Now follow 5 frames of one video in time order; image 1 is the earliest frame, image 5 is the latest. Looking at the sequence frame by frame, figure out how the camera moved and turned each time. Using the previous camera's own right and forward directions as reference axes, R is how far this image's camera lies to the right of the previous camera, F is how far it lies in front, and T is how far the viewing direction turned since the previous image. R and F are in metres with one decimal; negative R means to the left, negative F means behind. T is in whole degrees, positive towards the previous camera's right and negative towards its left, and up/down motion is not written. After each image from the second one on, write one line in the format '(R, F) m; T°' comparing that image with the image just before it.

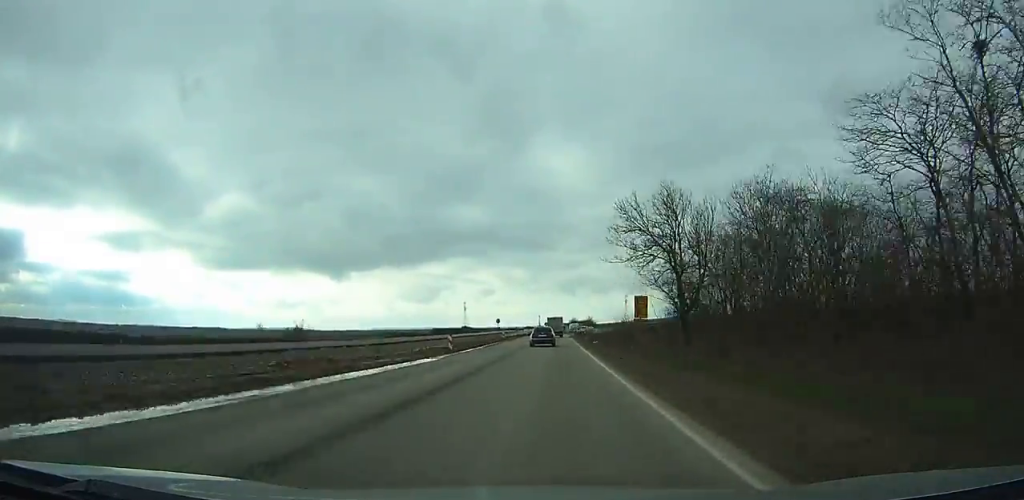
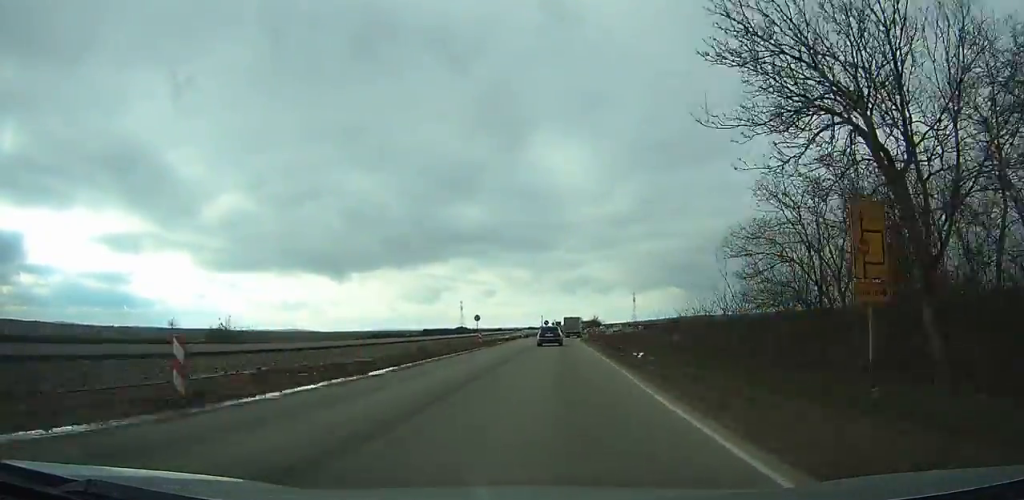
(0.0, +26.3) m; 0°
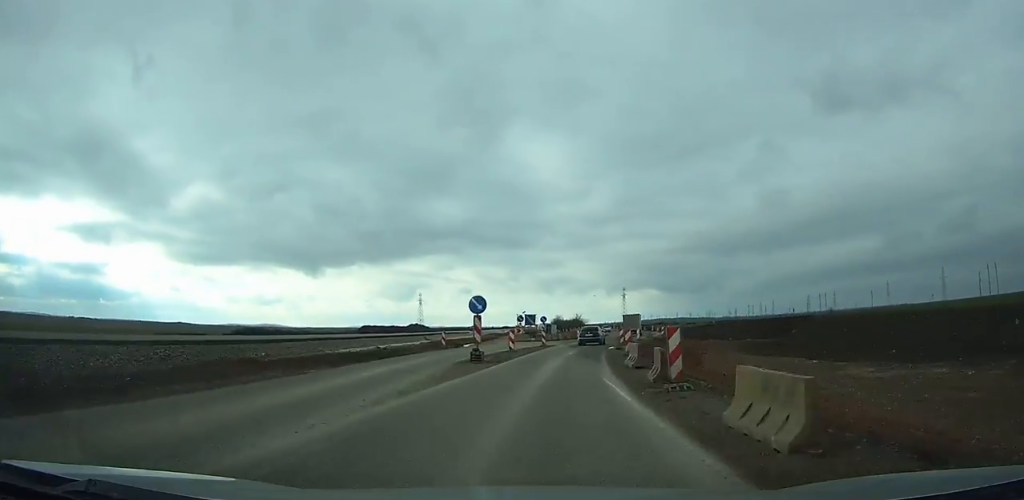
(+1.2, +54.3) m; +5°
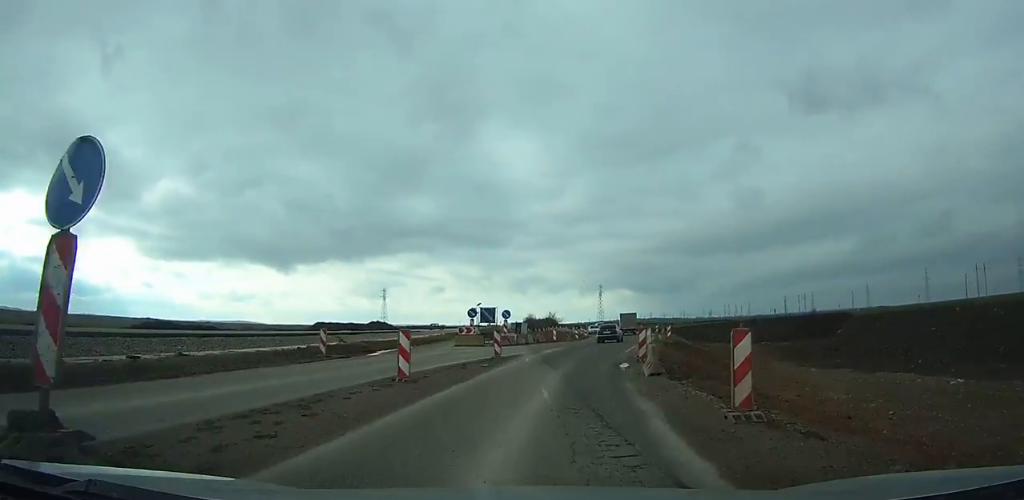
(+0.1, +18.2) m; +3°
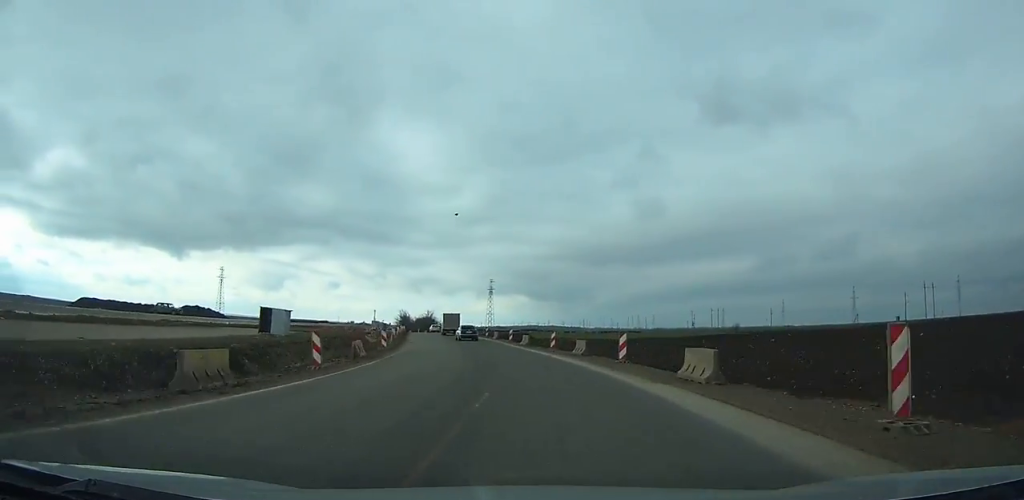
(+5.2, +61.7) m; +2°
